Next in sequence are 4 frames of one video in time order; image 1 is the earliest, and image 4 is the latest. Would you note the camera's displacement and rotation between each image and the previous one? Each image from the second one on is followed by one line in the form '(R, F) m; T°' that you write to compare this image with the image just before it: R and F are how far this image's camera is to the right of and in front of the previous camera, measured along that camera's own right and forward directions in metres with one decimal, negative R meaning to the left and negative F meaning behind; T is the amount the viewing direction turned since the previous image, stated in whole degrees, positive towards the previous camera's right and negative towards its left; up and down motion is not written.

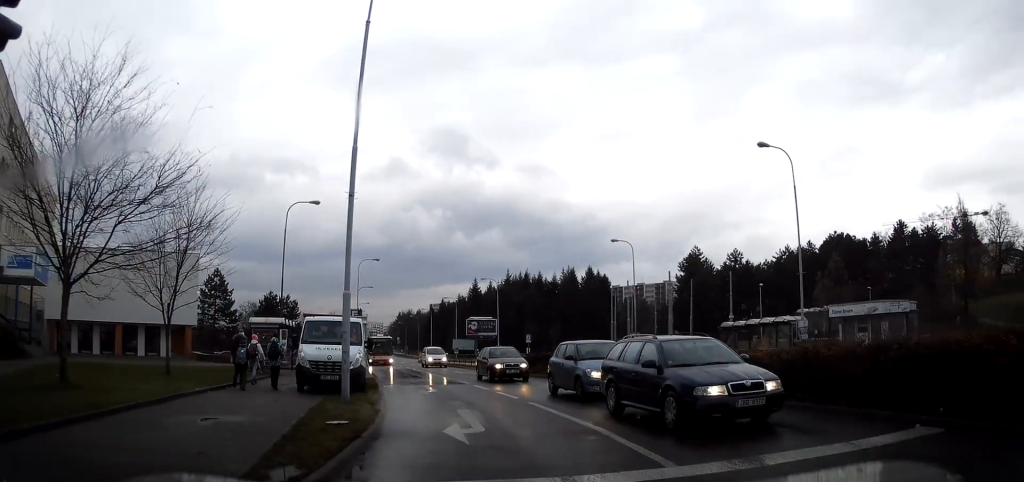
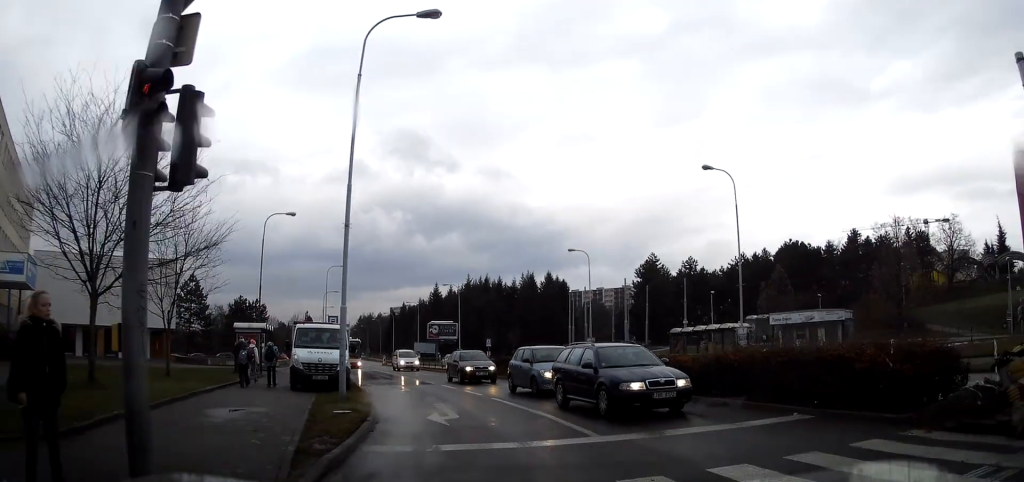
(+0.1, +2.5) m; +3°
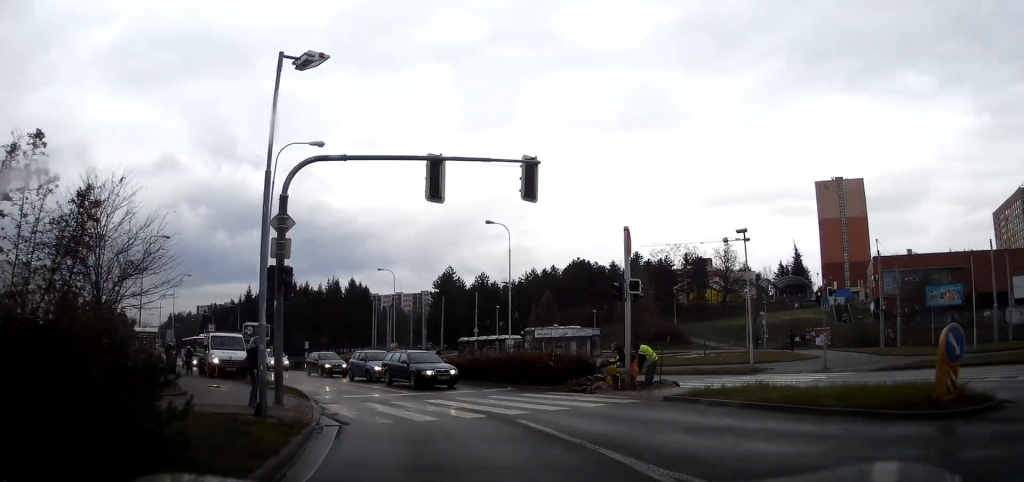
(+1.7, +10.7) m; +21°
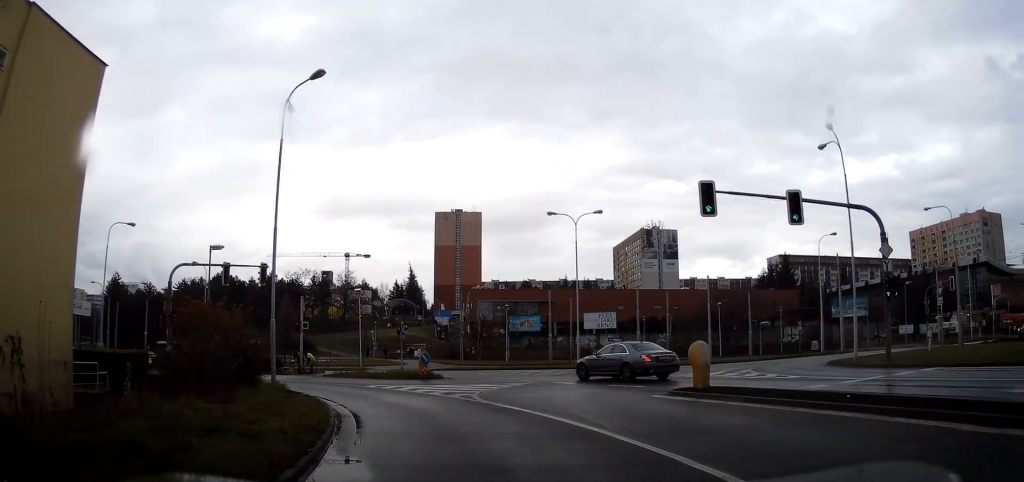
(+6.4, +19.7) m; +31°
